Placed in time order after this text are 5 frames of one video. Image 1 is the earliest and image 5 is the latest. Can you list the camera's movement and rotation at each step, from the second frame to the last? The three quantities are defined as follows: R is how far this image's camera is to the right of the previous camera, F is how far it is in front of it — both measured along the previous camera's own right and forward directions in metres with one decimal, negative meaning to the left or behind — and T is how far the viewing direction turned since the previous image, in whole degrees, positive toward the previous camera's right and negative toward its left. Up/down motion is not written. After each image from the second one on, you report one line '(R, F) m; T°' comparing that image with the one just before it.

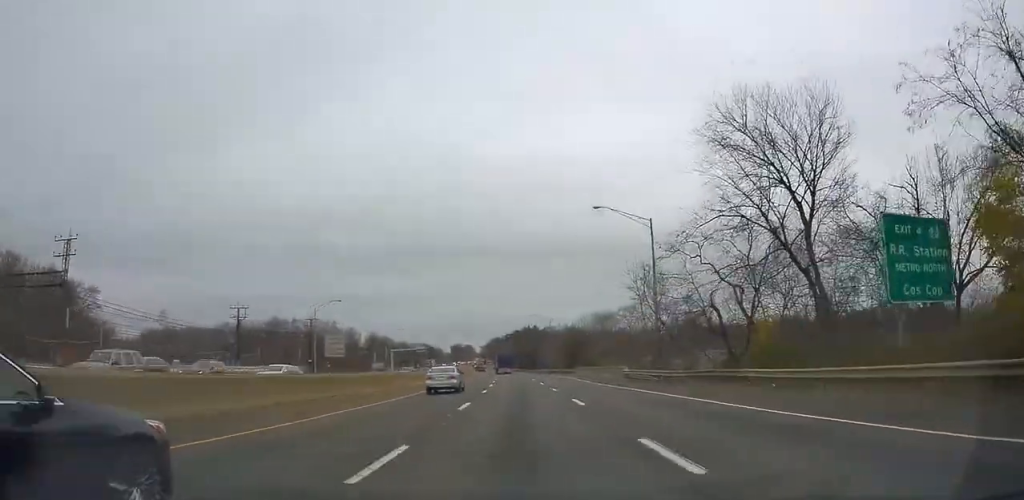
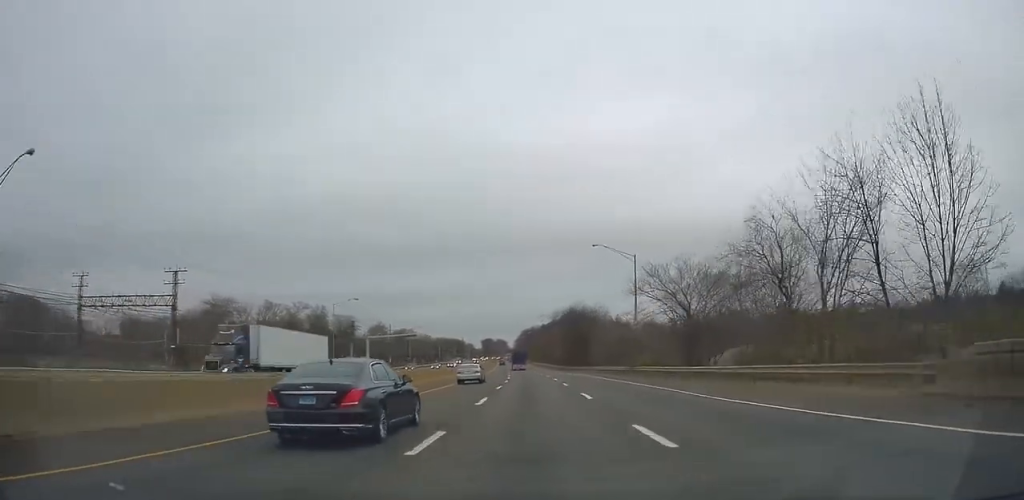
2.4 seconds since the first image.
(-0.9, +69.6) m; -1°
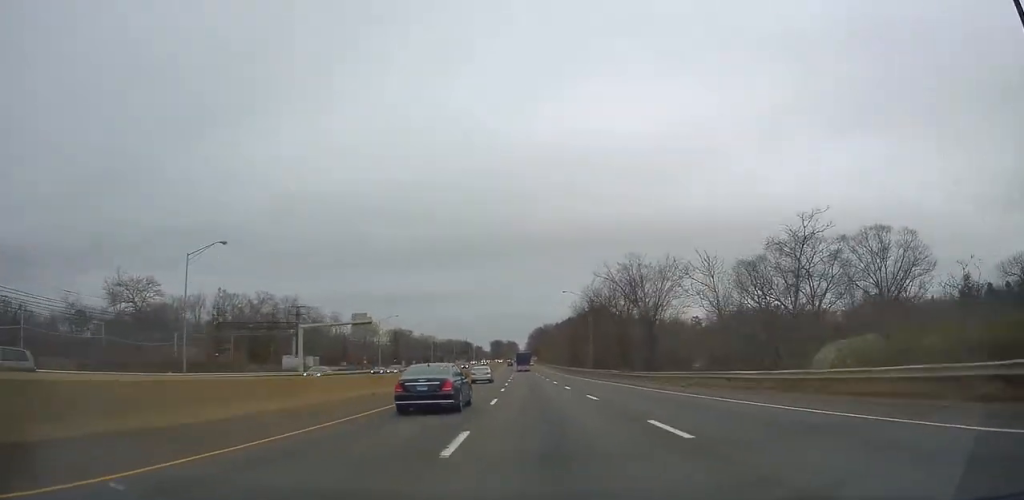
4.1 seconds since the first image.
(-0.8, +47.6) m; -3°
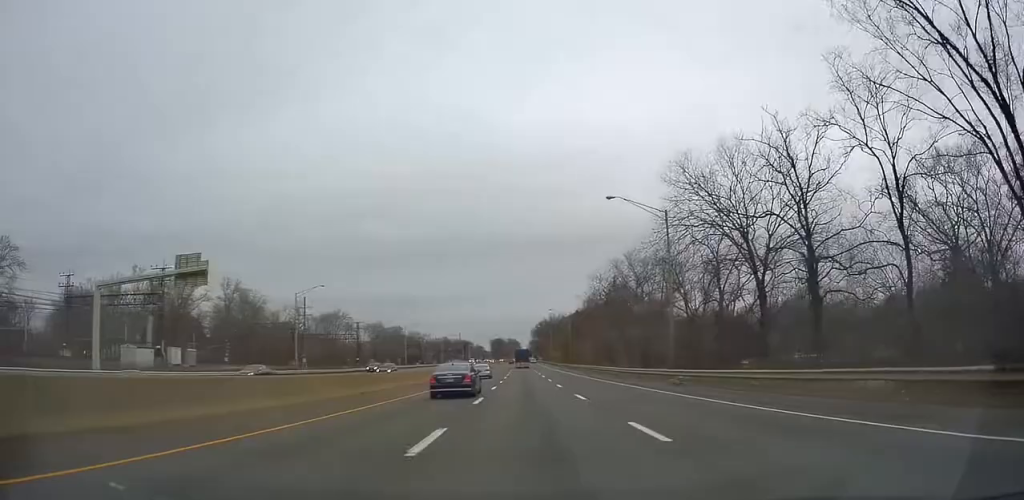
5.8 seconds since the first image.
(-1.3, +48.2) m; -2°
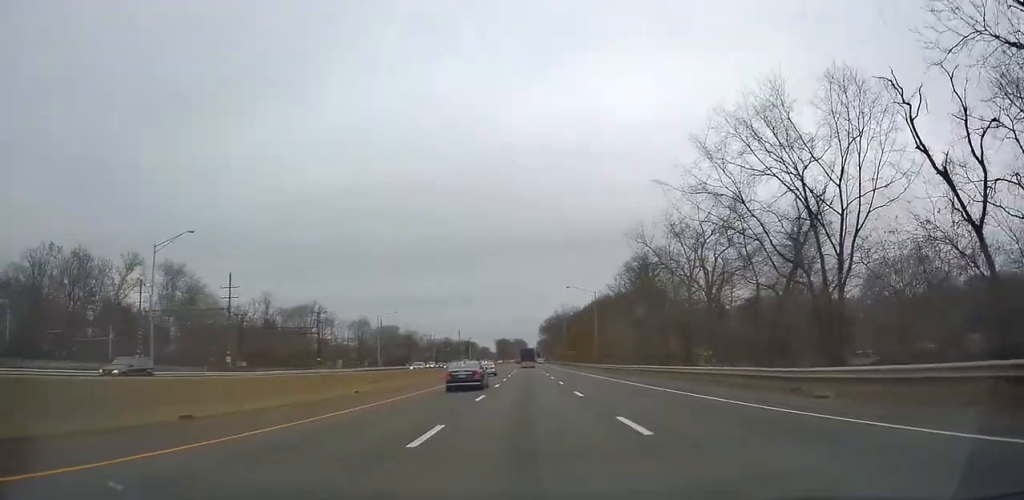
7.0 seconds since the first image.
(0.0, +34.6) m; 0°
